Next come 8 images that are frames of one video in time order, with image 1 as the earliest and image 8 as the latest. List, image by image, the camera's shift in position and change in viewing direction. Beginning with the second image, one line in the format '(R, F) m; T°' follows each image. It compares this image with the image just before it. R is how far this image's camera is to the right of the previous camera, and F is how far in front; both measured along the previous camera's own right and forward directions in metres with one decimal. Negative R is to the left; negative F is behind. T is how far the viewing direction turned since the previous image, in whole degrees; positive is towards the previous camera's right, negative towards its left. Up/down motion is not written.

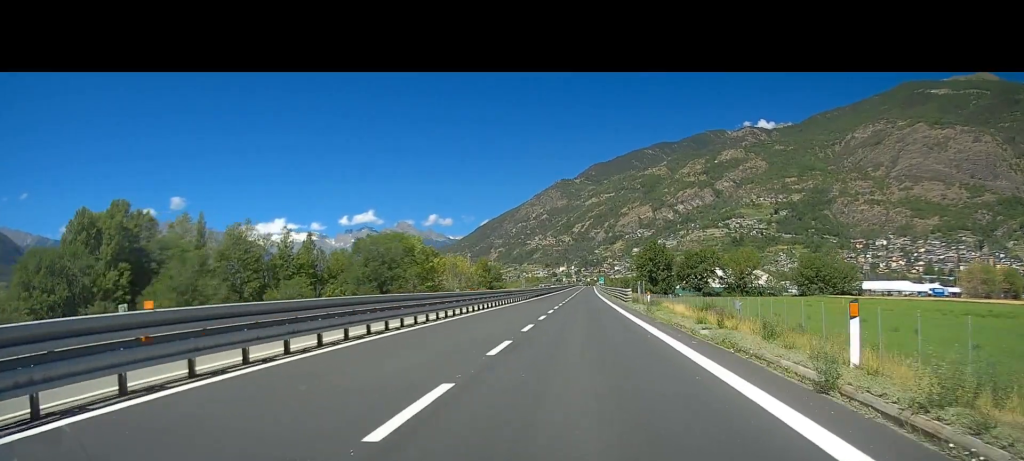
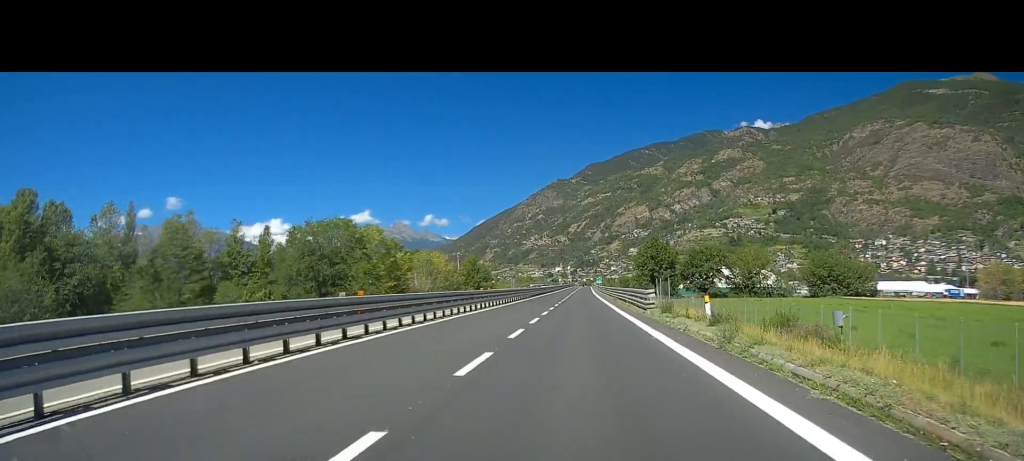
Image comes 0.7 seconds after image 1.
(0.0, +16.9) m; 0°
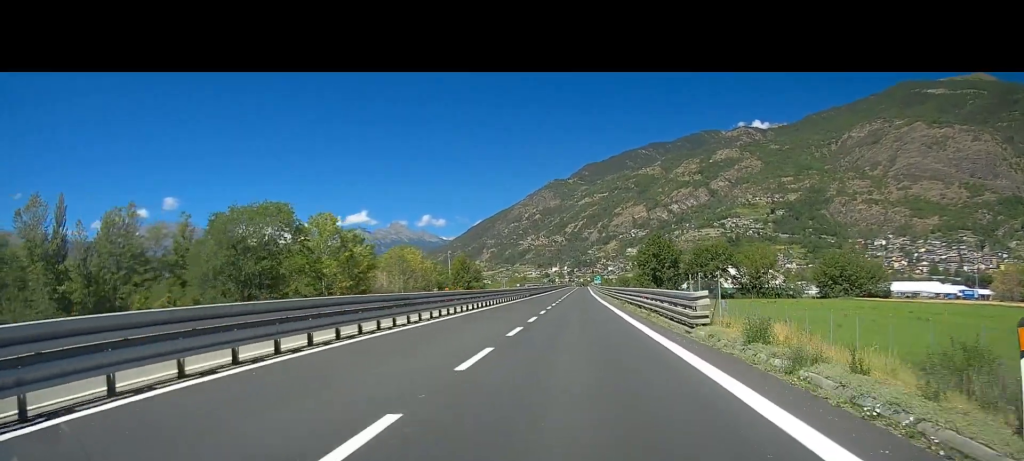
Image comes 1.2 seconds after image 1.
(0.0, +13.5) m; 0°
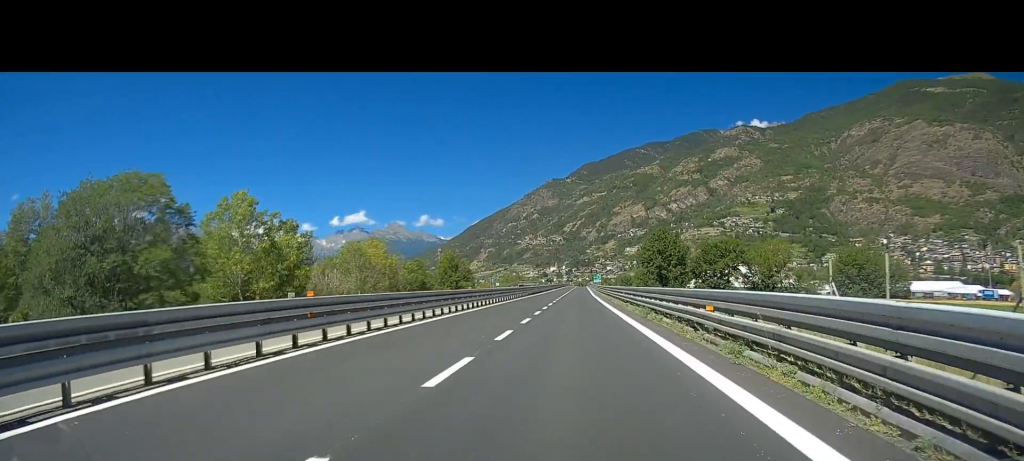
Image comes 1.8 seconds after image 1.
(0.0, +16.0) m; 0°
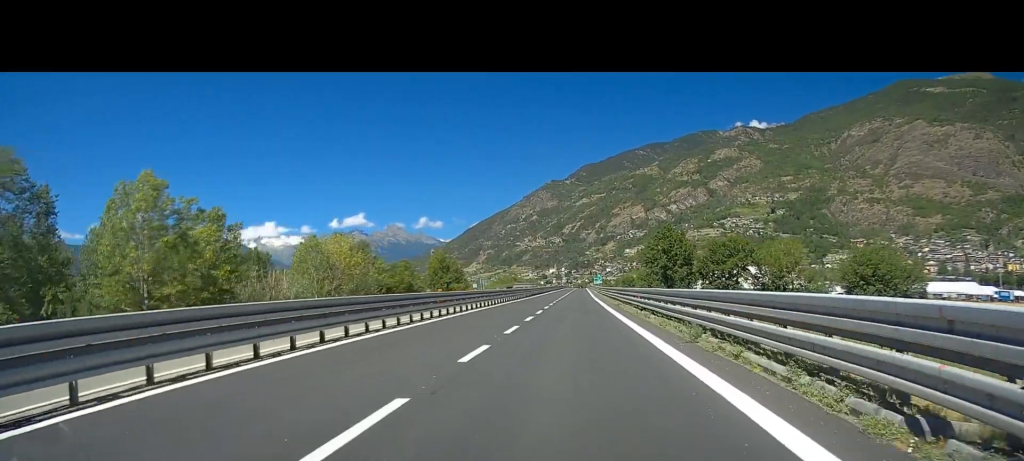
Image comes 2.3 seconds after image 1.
(0.0, +11.3) m; 0°
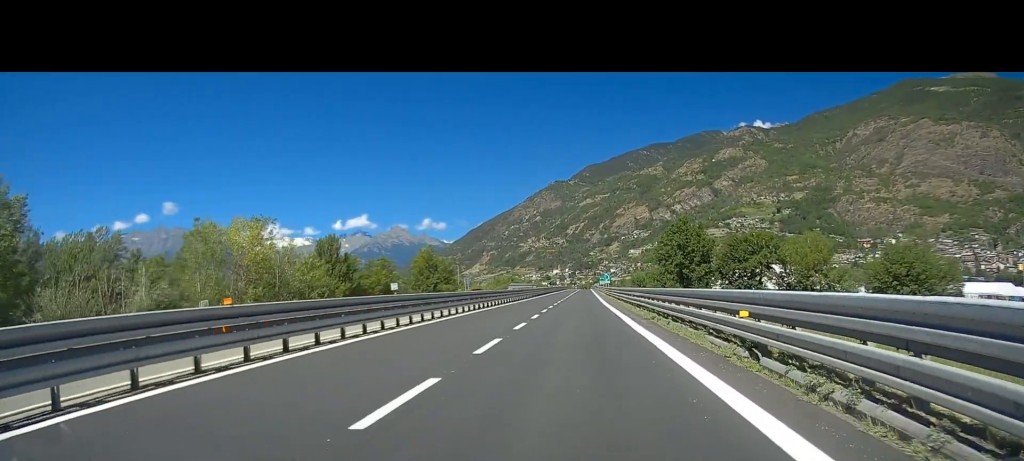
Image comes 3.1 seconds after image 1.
(0.0, +19.3) m; 0°
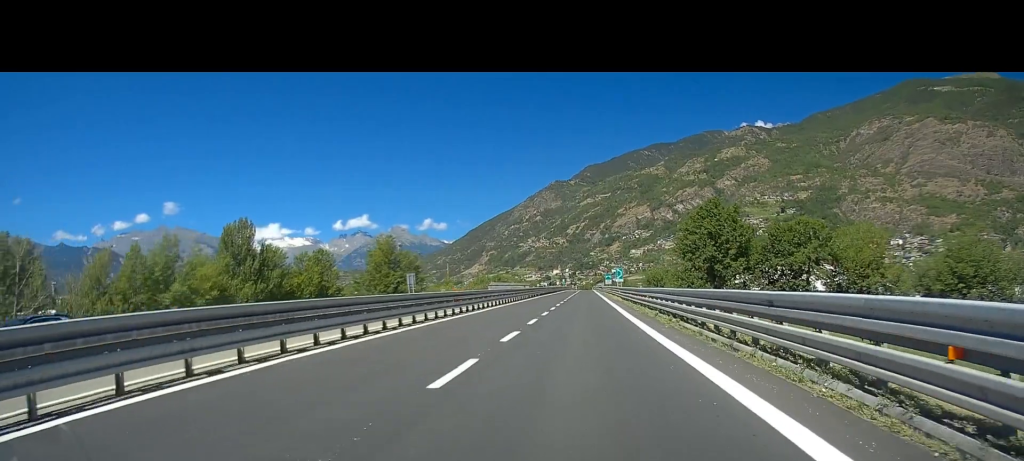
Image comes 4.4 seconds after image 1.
(0.0, +32.6) m; +1°
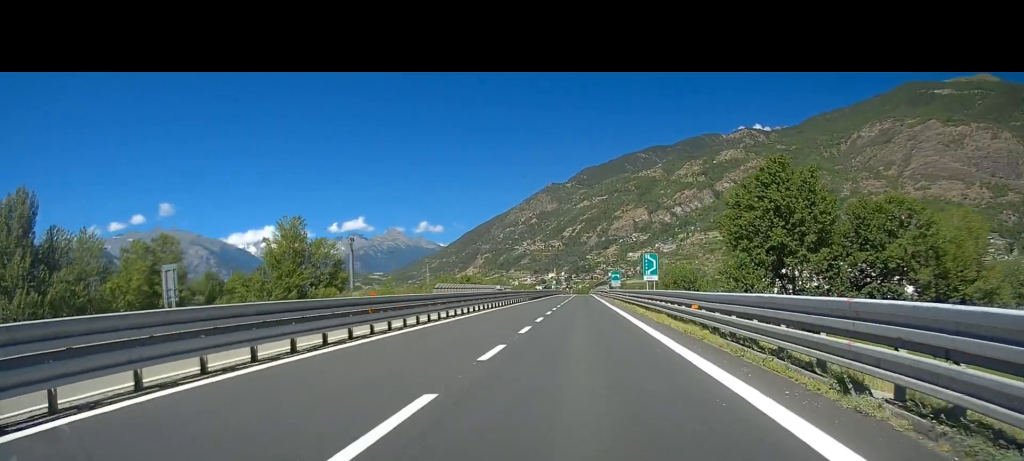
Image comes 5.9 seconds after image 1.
(+0.1, +39.4) m; 0°
